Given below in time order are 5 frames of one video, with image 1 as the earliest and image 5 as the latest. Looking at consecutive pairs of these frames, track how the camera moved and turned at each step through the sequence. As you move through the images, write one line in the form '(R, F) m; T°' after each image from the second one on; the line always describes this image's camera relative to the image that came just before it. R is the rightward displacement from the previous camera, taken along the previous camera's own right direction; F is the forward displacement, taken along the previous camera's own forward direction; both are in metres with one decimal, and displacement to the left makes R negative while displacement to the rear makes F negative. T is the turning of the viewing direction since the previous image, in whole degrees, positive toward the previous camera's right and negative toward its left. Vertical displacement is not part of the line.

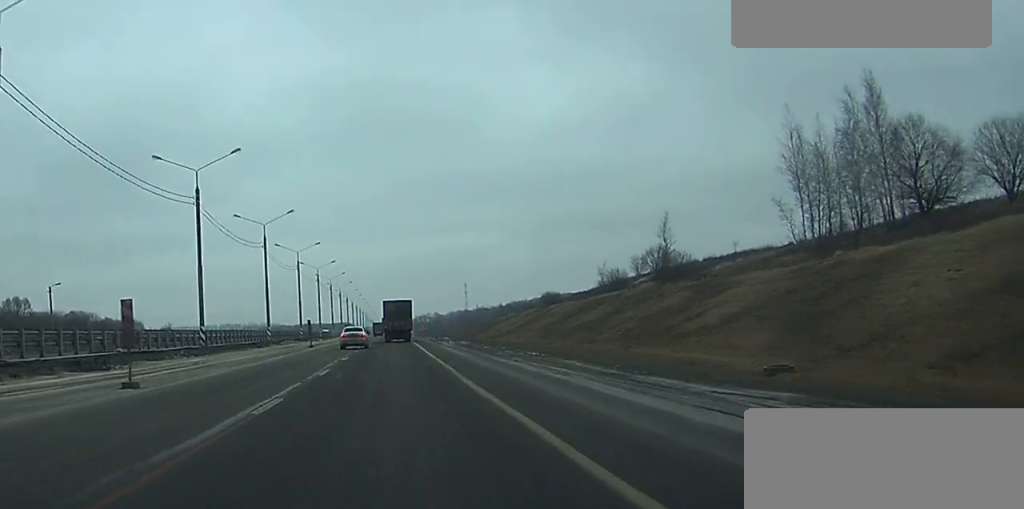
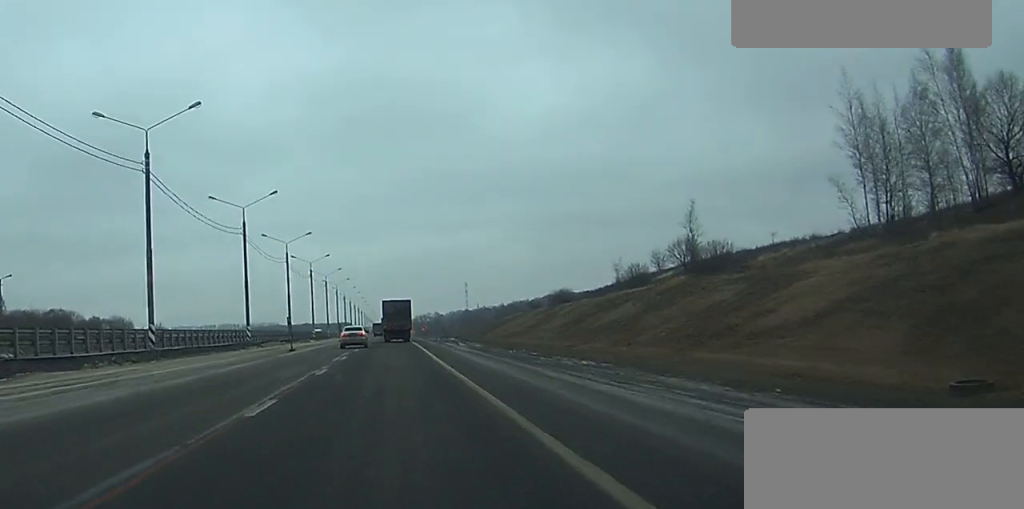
(0.0, +12.5) m; 0°
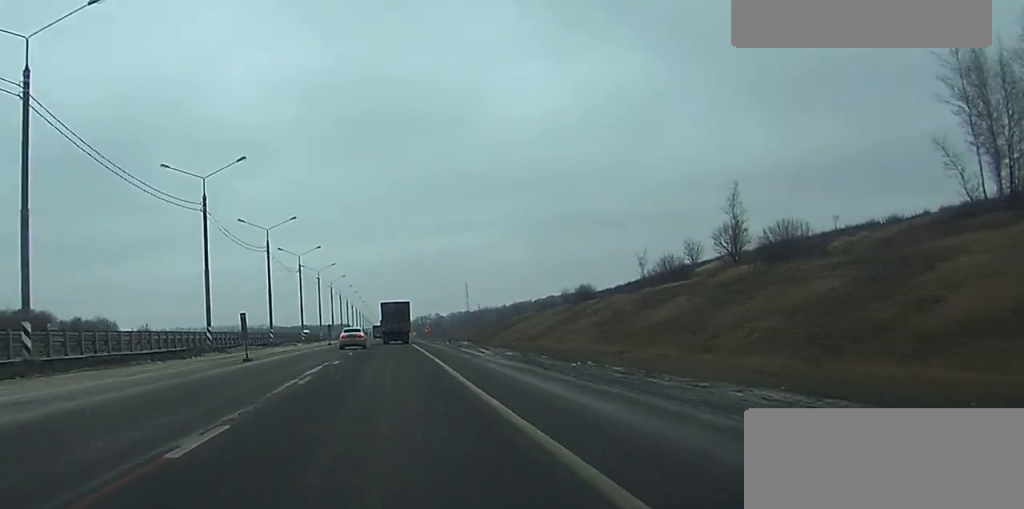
(0.0, +16.2) m; 0°
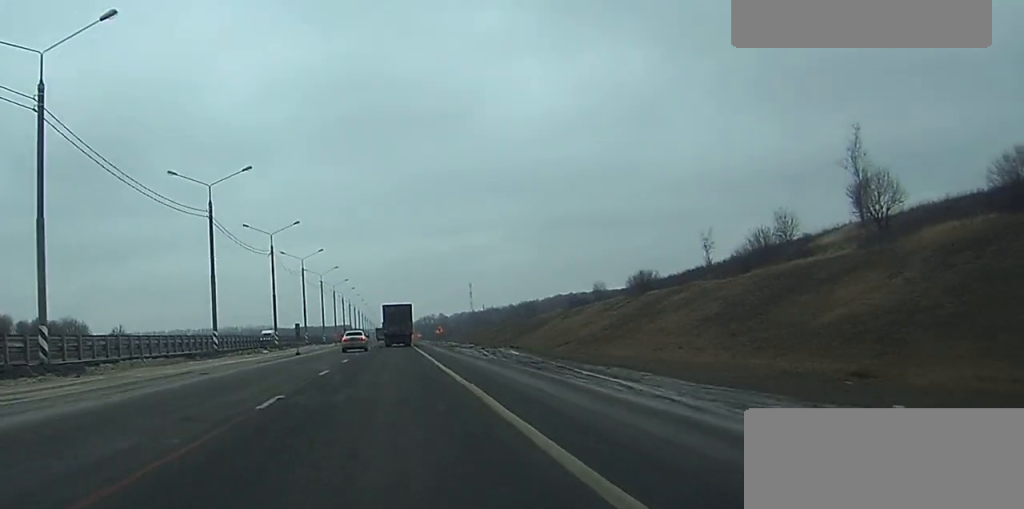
(-0.1, +29.9) m; 0°
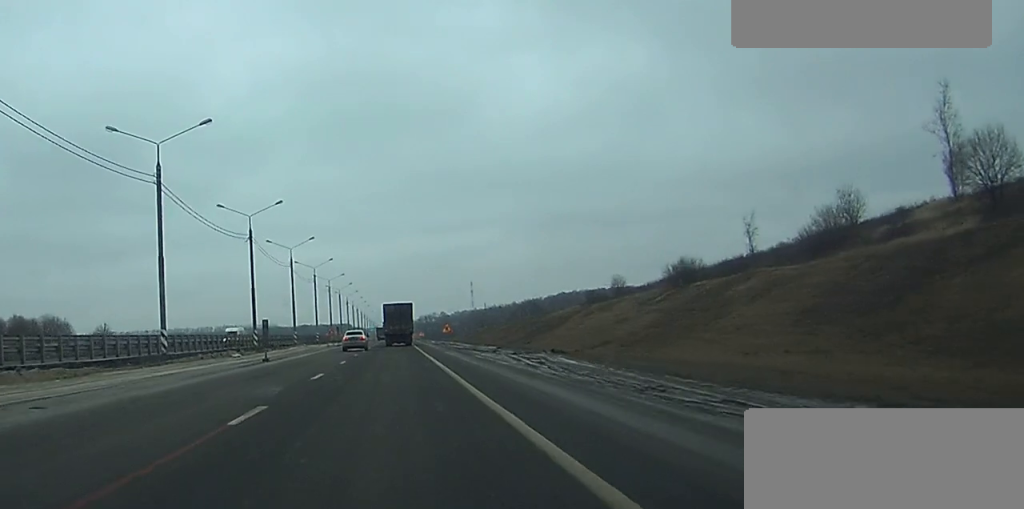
(0.0, +14.4) m; 0°
